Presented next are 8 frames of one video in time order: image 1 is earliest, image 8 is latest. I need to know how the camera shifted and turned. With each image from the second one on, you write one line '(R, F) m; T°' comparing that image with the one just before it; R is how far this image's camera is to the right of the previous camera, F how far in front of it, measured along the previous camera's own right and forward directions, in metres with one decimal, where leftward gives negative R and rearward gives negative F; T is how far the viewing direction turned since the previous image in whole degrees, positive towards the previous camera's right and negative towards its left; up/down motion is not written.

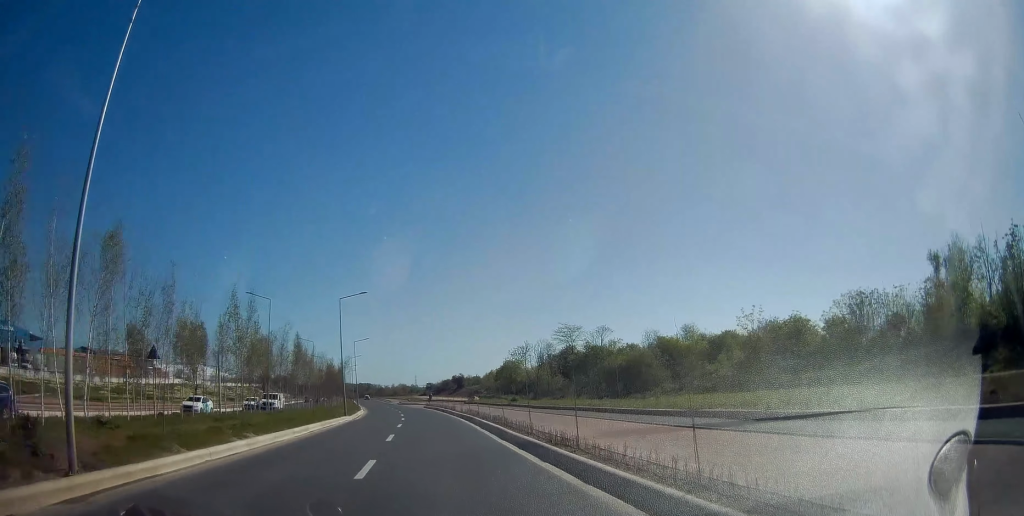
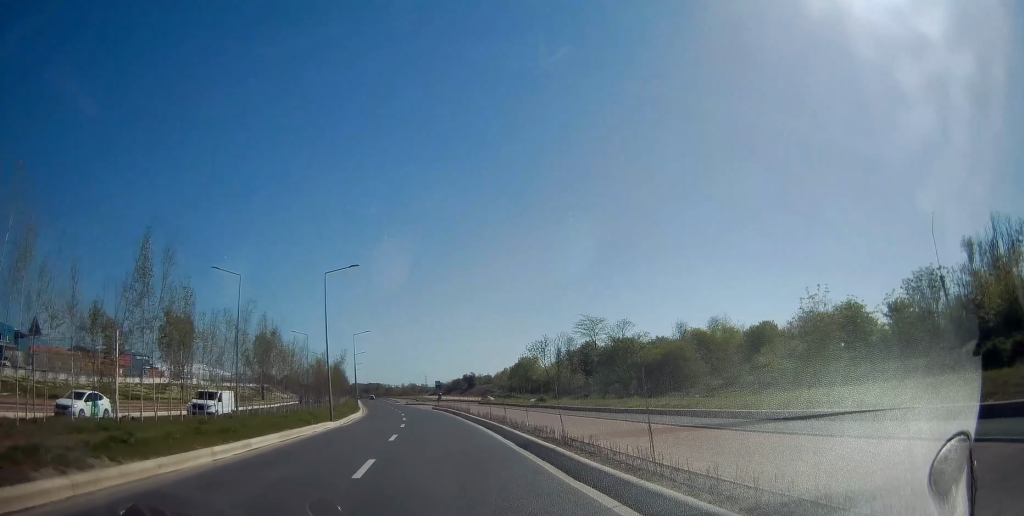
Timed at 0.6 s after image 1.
(-0.1, +8.8) m; -1°
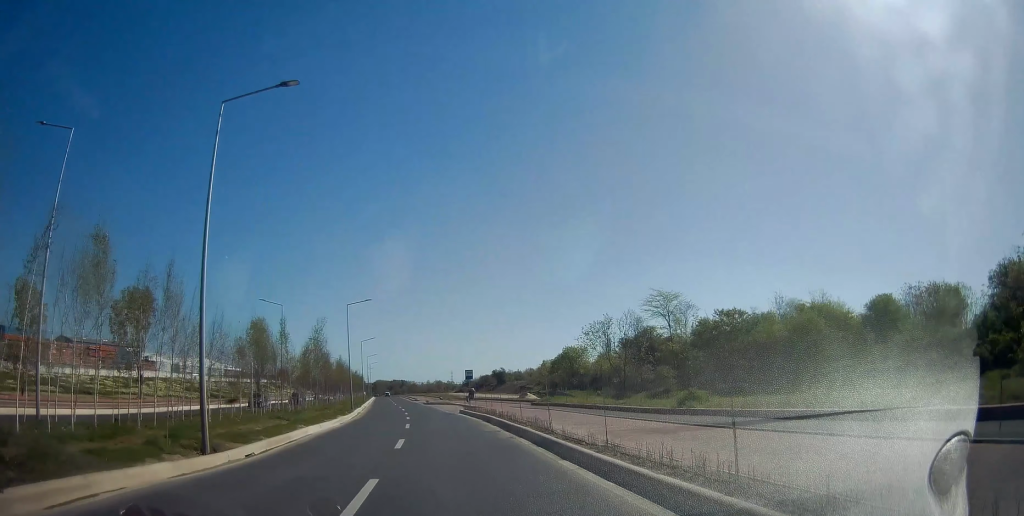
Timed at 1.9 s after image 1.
(-0.7, +21.0) m; -3°
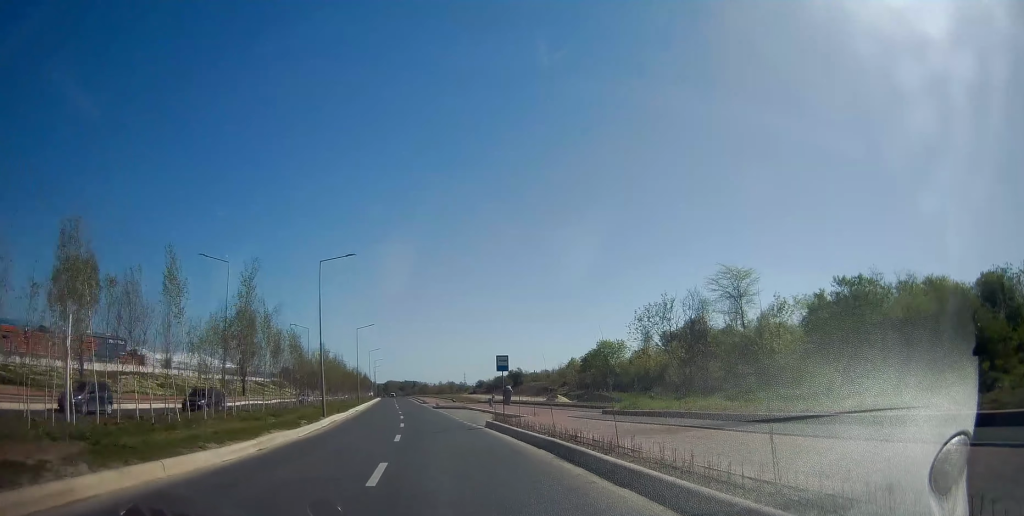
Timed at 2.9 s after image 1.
(-0.1, +15.4) m; 0°
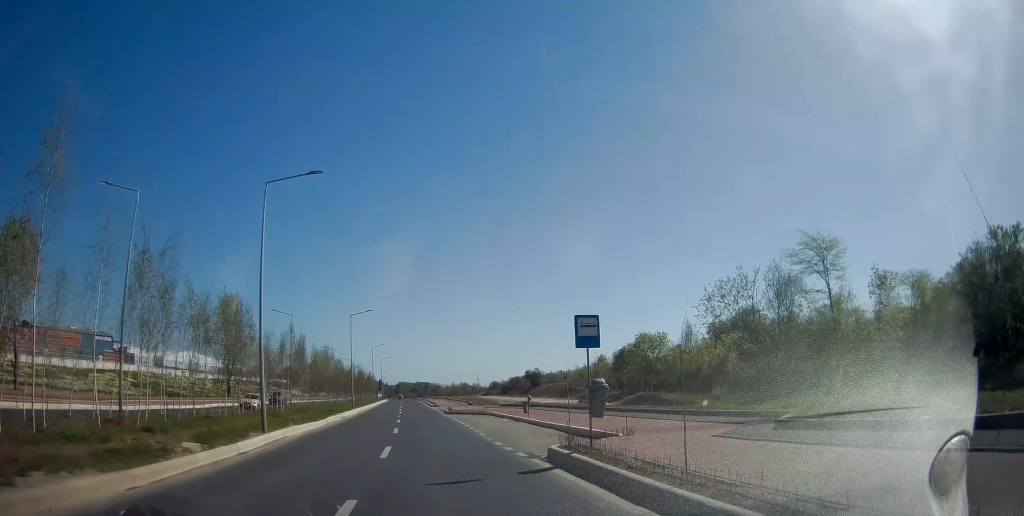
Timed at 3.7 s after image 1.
(0.0, +12.9) m; -1°
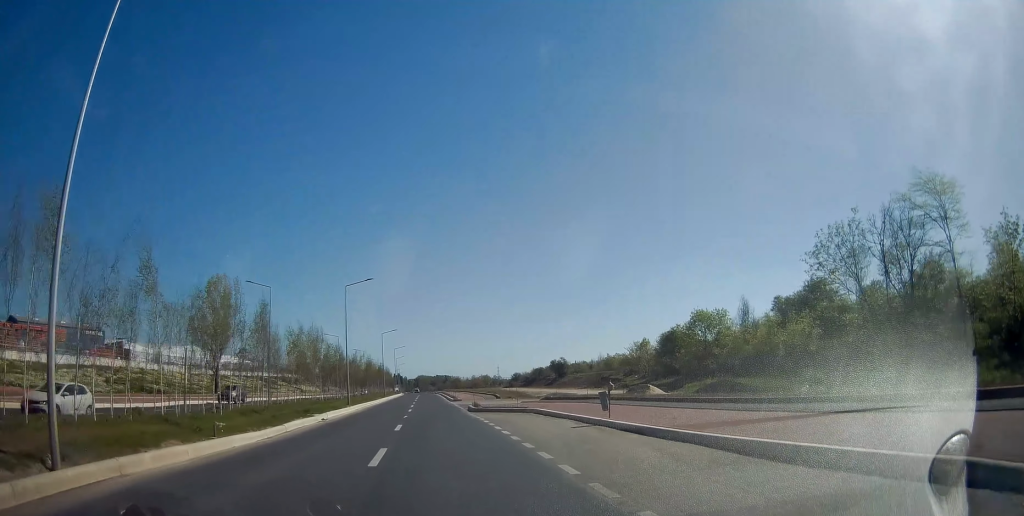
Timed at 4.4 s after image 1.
(-0.1, +12.5) m; -2°
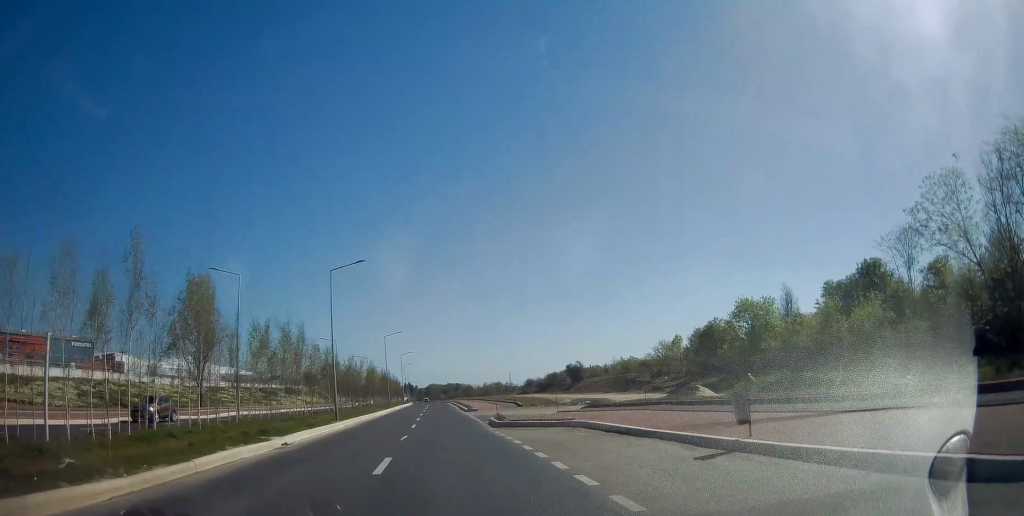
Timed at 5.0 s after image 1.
(-0.4, +8.7) m; -1°
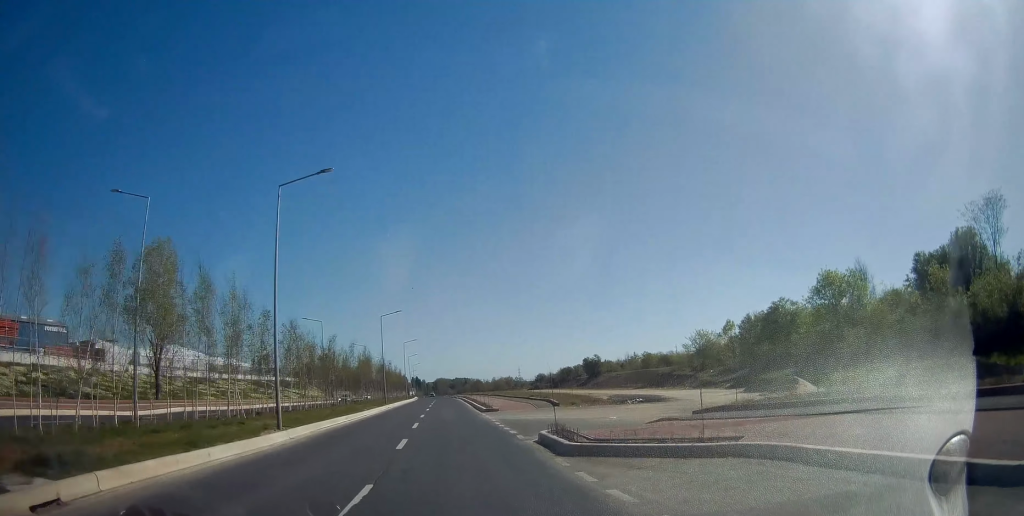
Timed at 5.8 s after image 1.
(0.0, +13.2) m; 0°
